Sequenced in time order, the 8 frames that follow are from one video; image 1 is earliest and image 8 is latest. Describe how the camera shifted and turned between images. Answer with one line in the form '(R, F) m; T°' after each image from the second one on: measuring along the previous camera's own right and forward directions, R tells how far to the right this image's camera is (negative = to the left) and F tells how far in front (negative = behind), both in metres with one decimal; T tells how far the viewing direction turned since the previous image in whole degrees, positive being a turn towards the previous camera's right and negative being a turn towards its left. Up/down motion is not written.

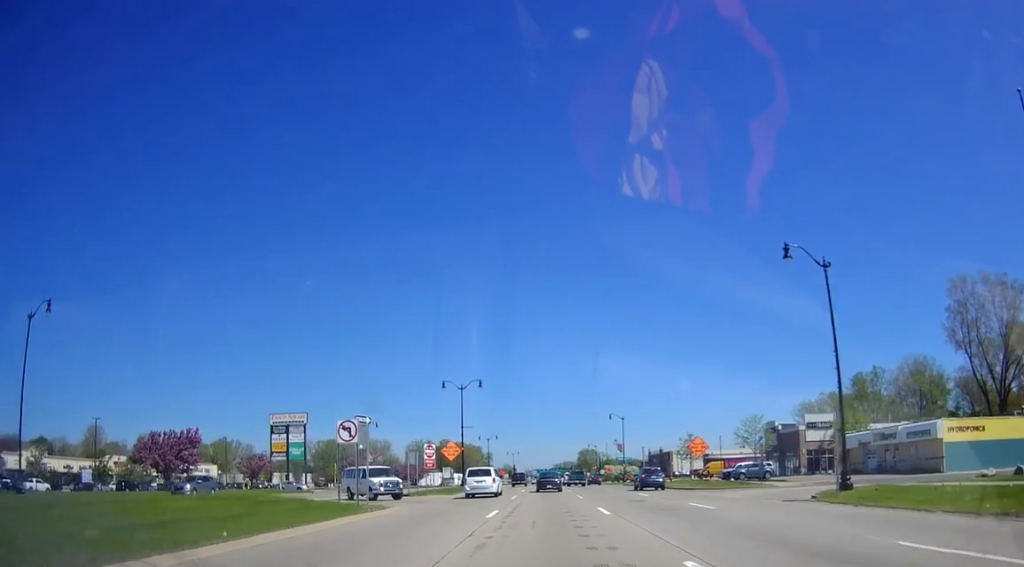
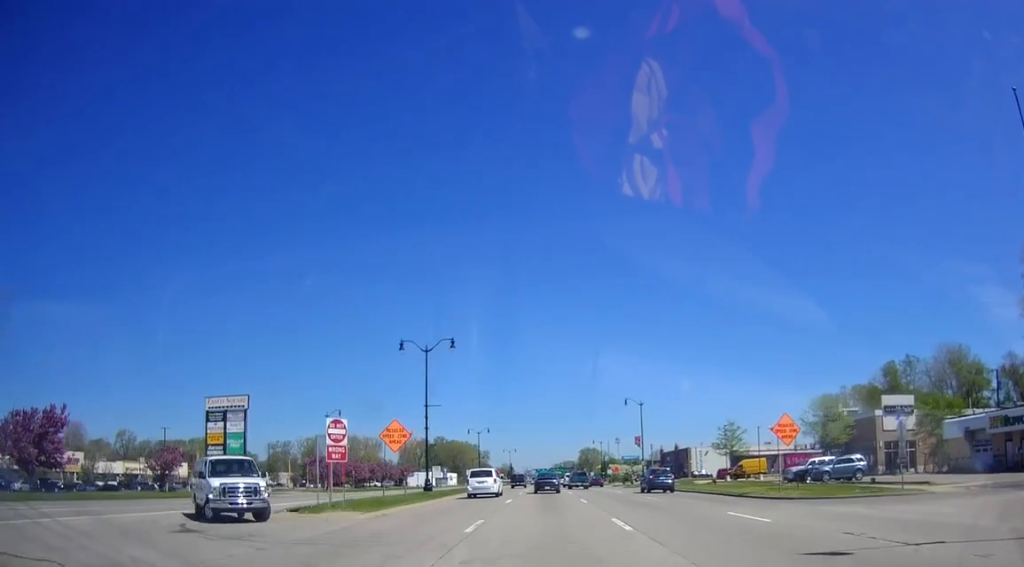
(-0.4, +19.3) m; -2°
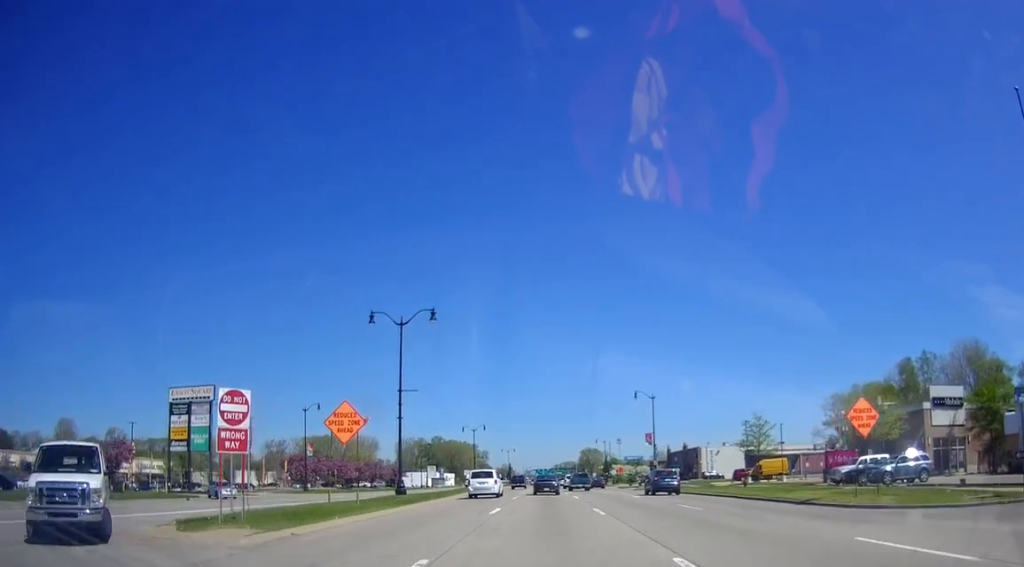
(-0.4, +8.5) m; 0°
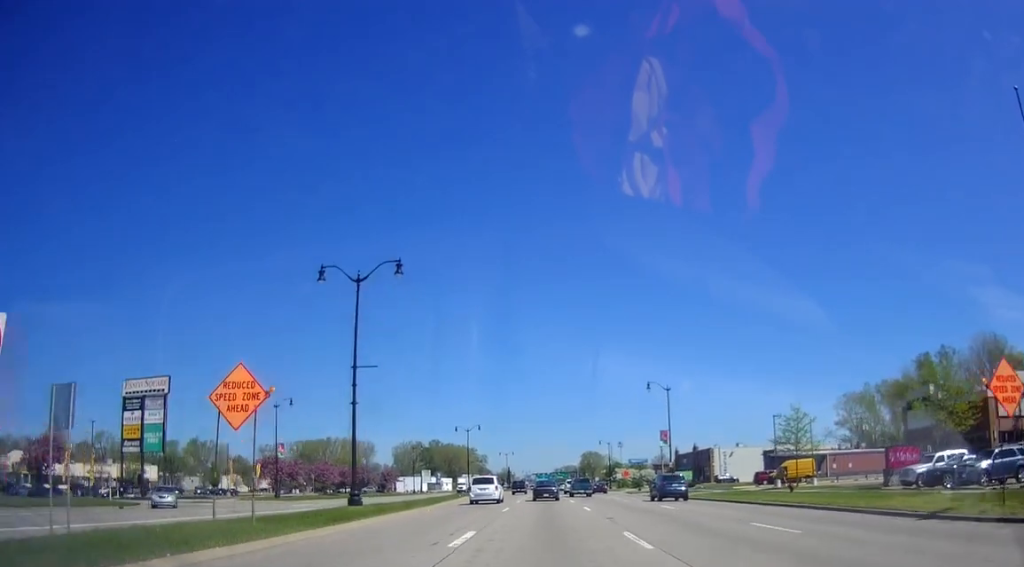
(+0.3, +9.1) m; +1°
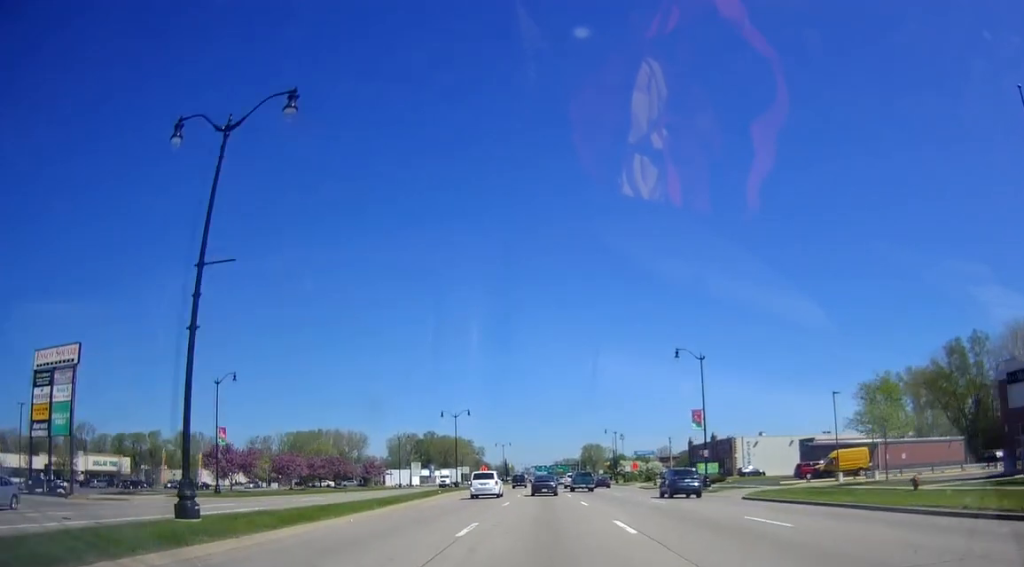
(+0.4, +13.9) m; +2°
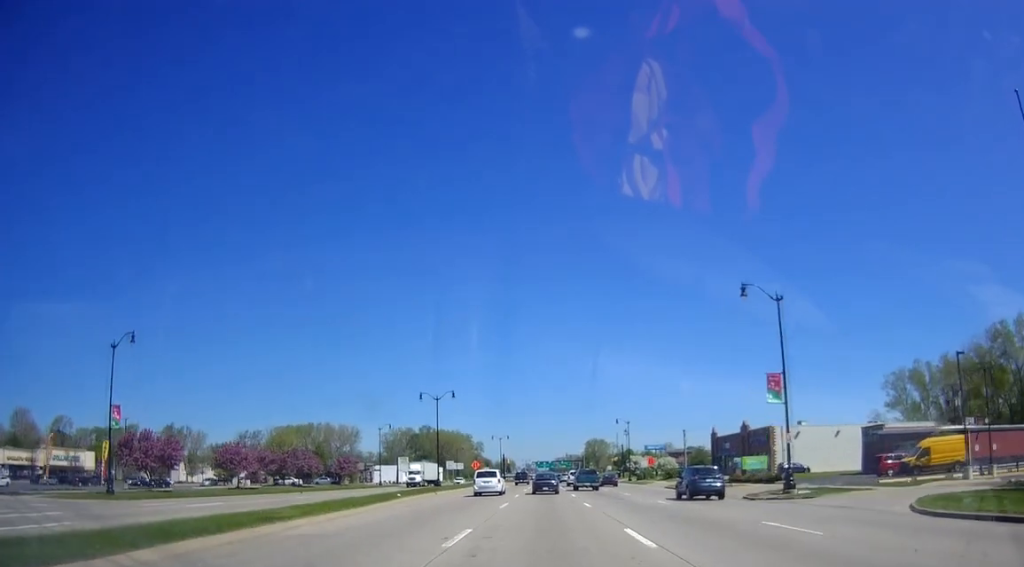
(0.0, +16.6) m; 0°
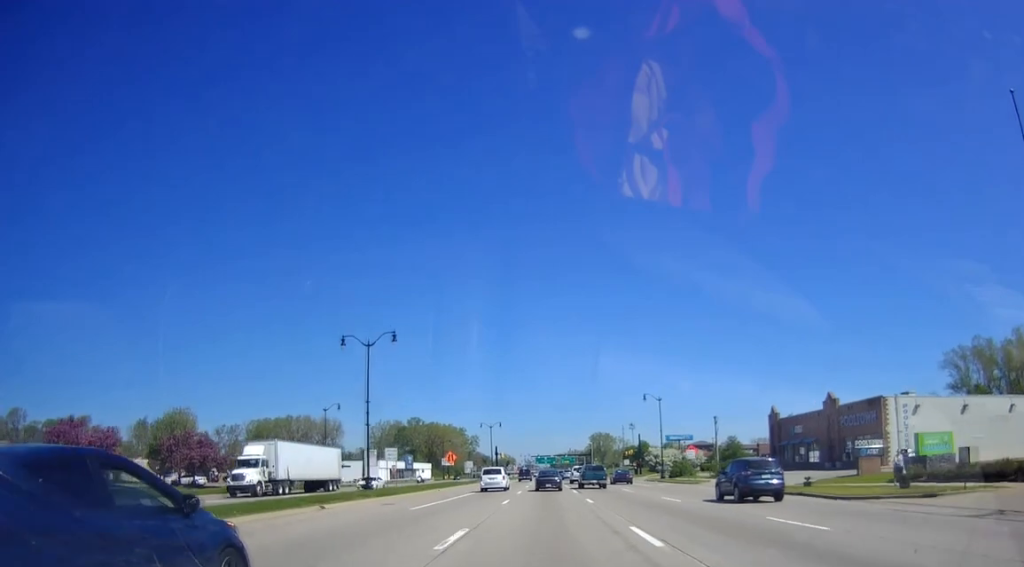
(0.0, +29.6) m; -1°
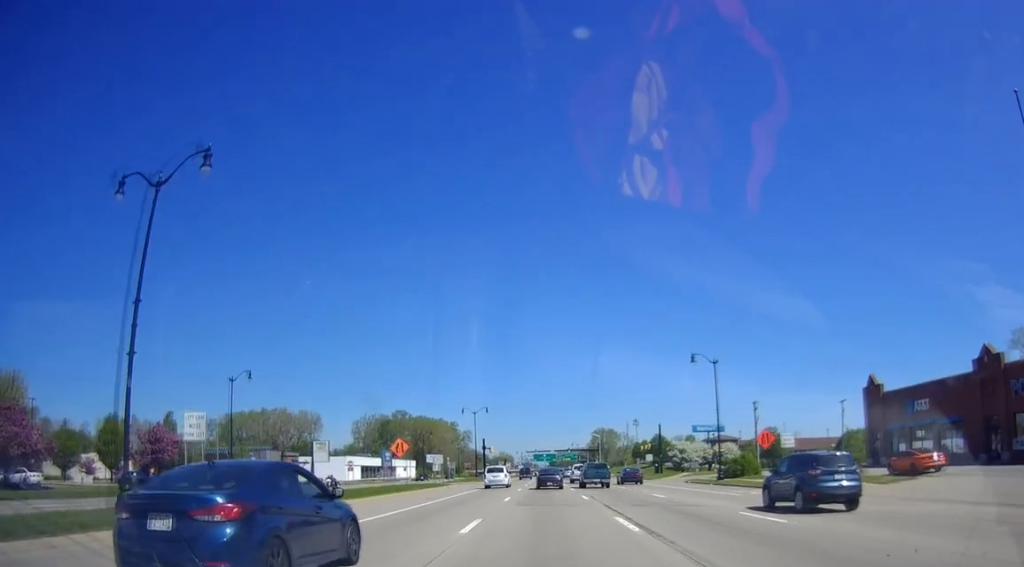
(-0.3, +27.5) m; 0°
